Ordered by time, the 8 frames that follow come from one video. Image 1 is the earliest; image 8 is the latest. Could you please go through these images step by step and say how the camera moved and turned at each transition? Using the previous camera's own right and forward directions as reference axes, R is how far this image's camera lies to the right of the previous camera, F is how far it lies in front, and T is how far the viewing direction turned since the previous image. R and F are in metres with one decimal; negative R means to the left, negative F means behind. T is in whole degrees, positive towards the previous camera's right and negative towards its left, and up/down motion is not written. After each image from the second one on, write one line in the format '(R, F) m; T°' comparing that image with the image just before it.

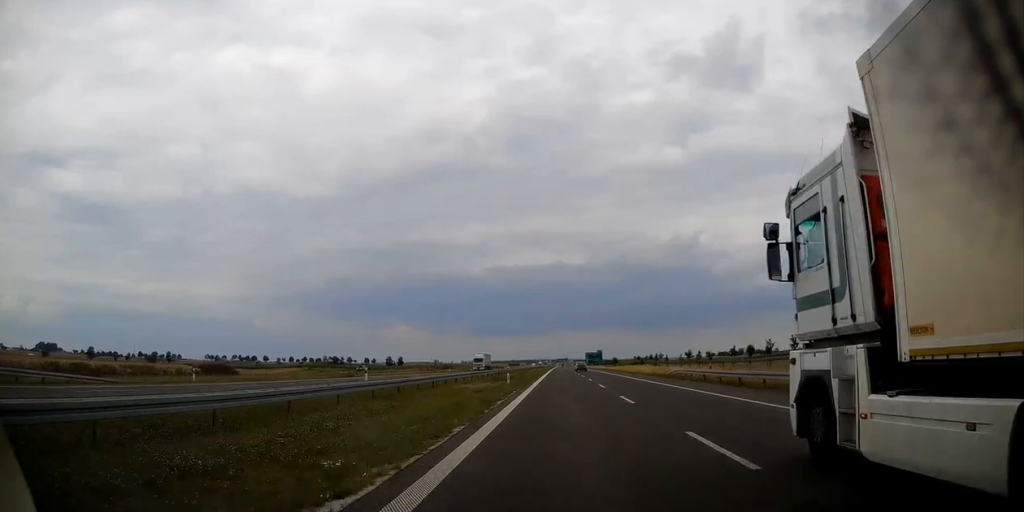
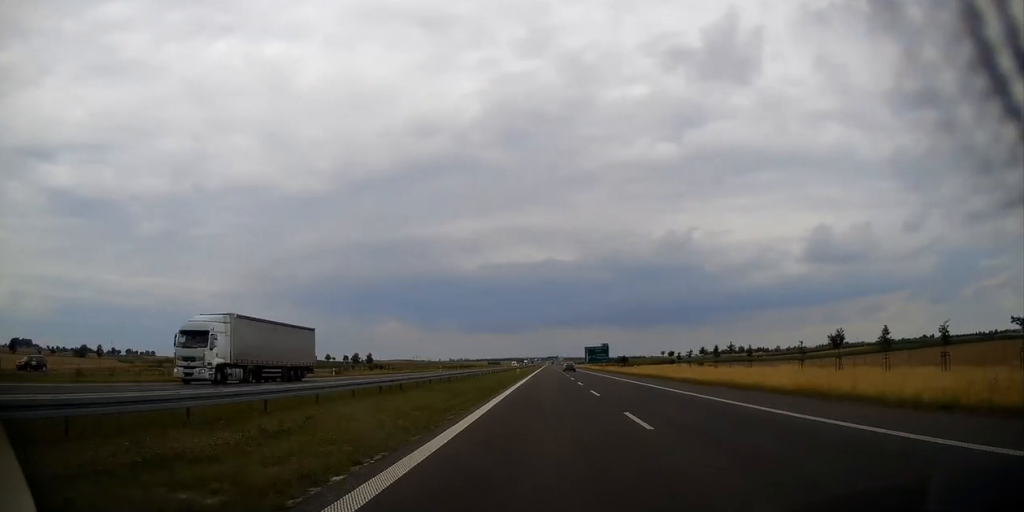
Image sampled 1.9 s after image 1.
(+0.7, +68.1) m; +1°
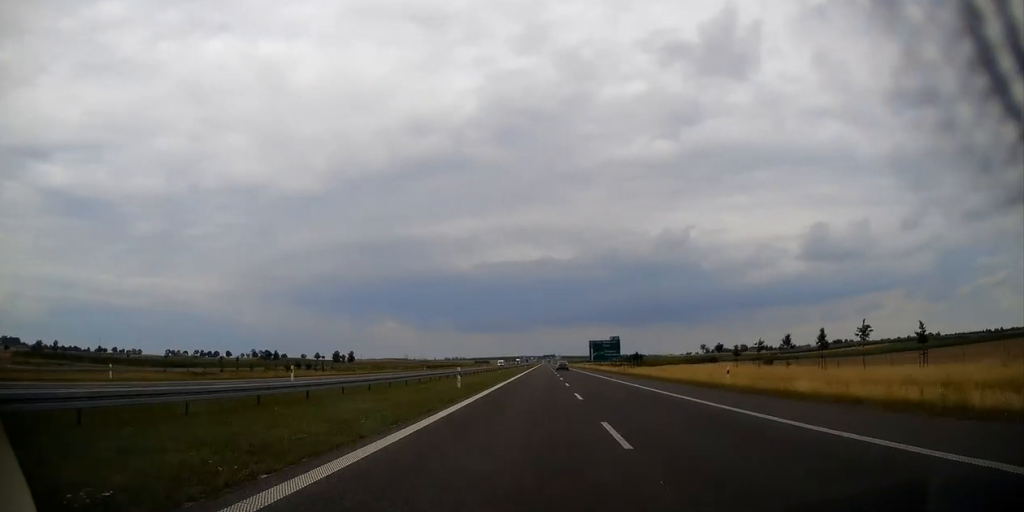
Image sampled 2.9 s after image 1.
(-0.1, +39.0) m; 0°
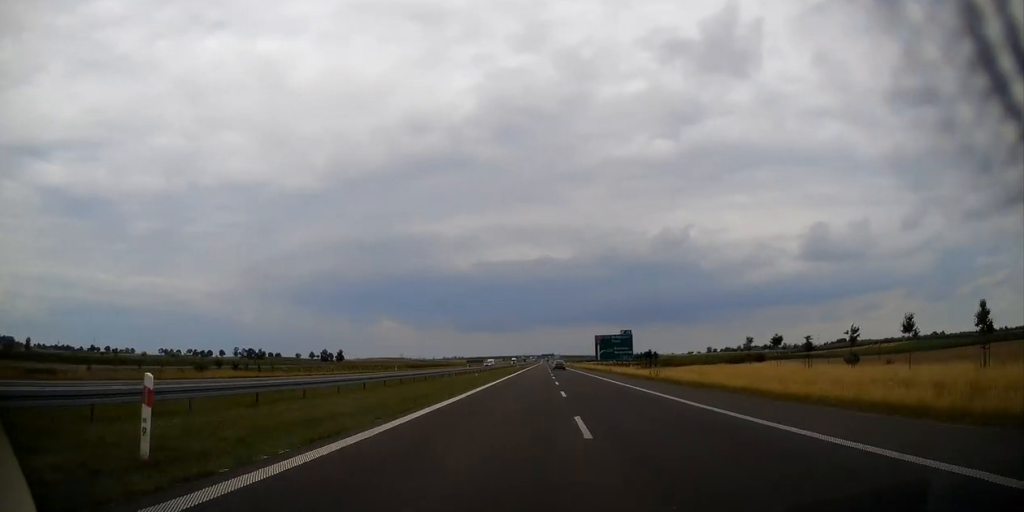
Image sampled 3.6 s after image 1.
(+0.2, +23.1) m; 0°
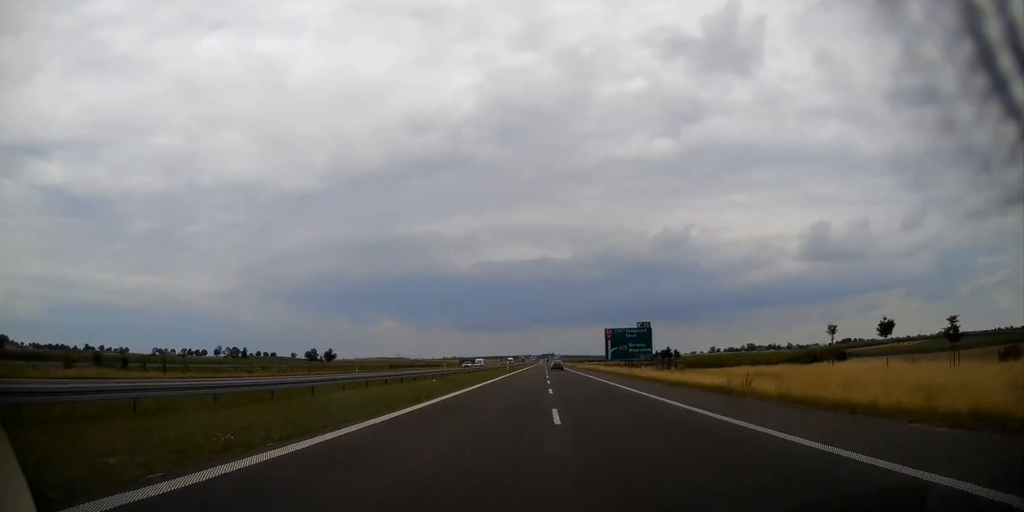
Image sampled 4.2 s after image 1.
(+0.1, +21.9) m; 0°
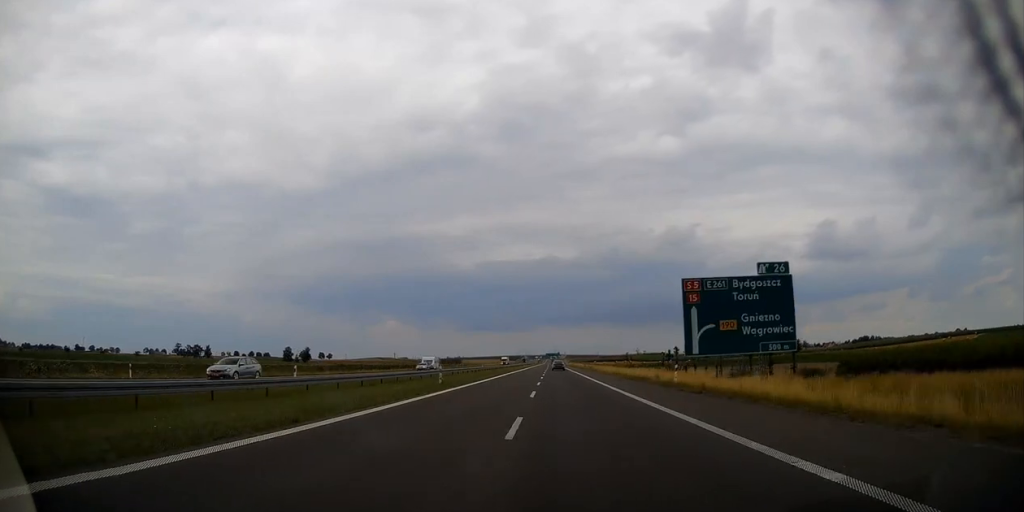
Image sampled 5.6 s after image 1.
(-0.2, +51.2) m; 0°
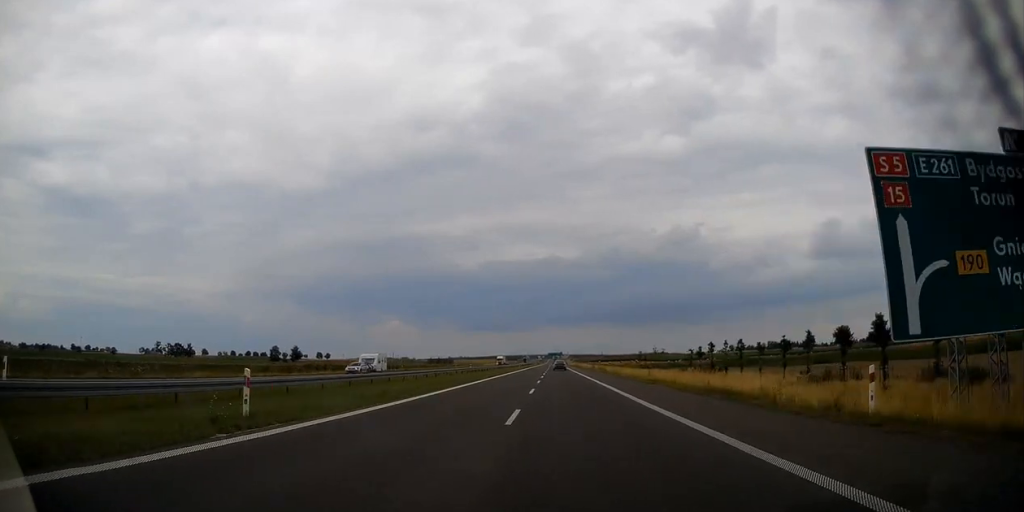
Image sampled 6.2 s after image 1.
(0.0, +21.9) m; 0°
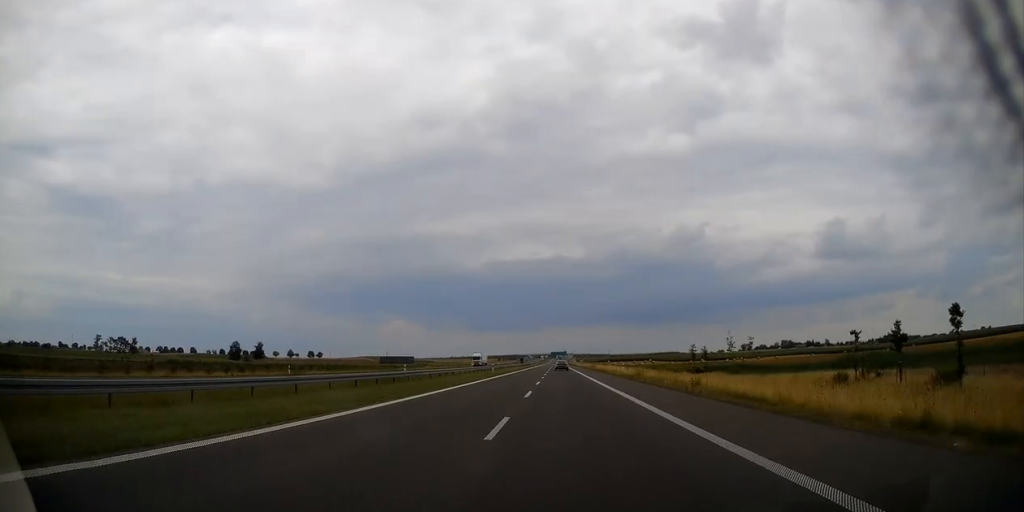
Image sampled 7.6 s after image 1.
(-0.3, +51.1) m; 0°
